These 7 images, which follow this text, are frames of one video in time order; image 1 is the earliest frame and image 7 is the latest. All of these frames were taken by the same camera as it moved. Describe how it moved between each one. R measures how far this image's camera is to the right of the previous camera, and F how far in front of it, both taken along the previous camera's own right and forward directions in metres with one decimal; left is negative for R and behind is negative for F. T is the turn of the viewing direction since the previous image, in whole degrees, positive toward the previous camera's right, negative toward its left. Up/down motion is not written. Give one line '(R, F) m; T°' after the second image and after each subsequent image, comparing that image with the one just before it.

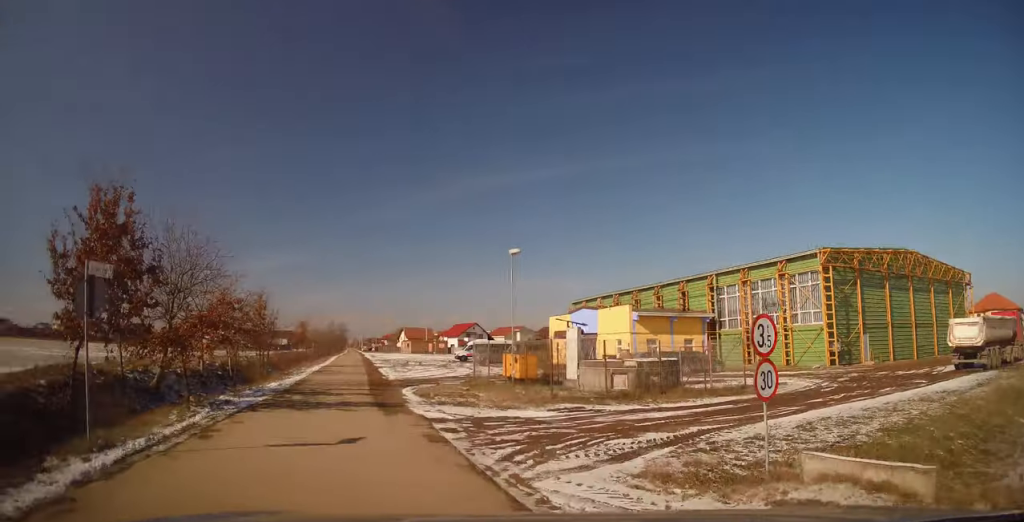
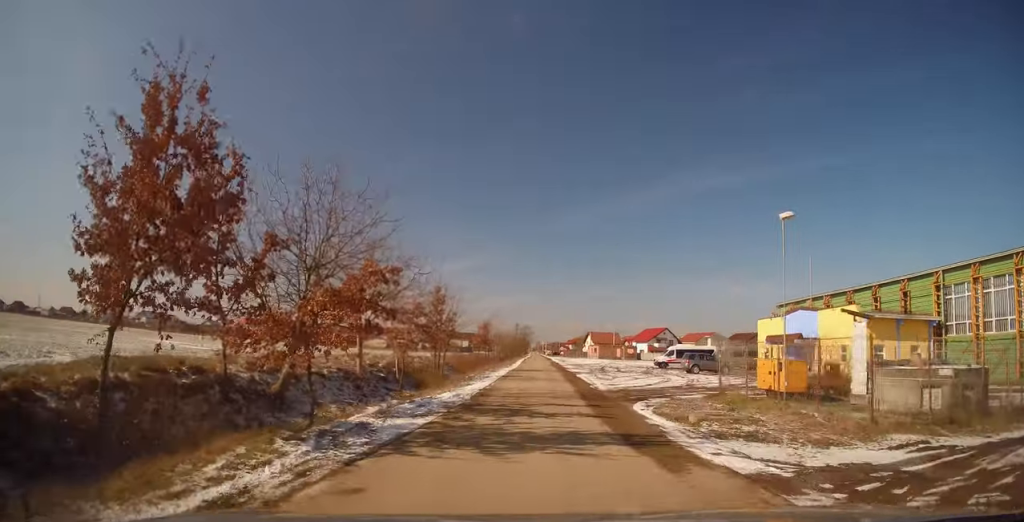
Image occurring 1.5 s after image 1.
(-2.1, +6.5) m; -16°
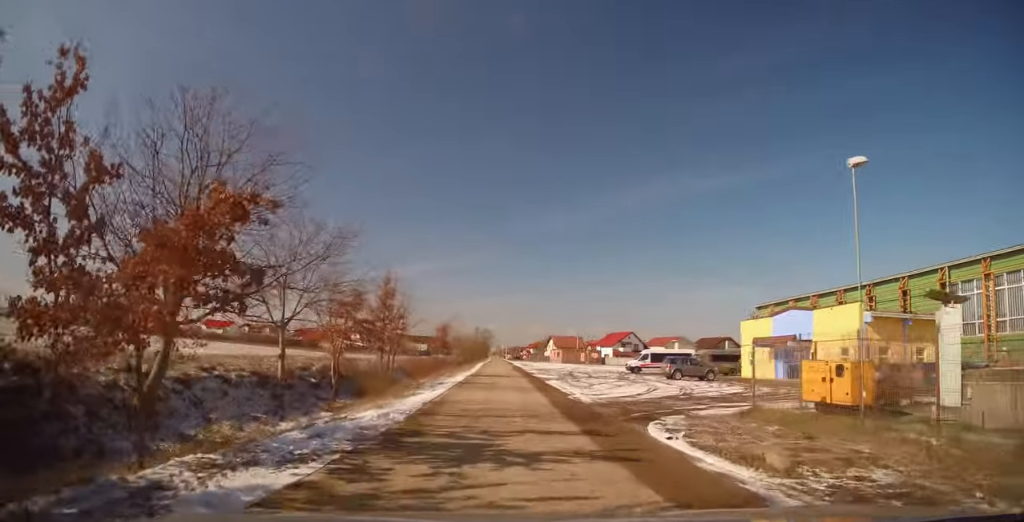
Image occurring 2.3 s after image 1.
(+0.2, +4.6) m; 0°
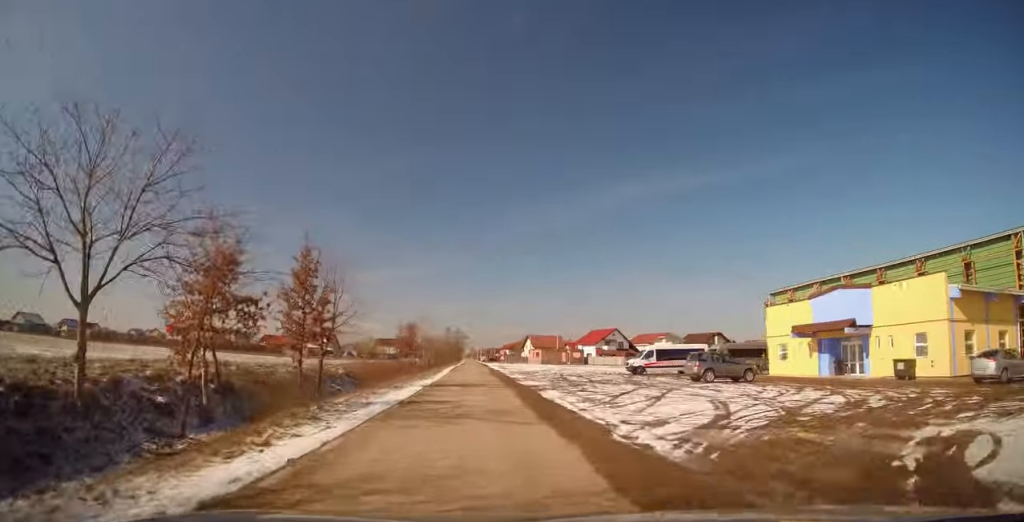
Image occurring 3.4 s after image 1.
(-0.2, +8.7) m; +1°
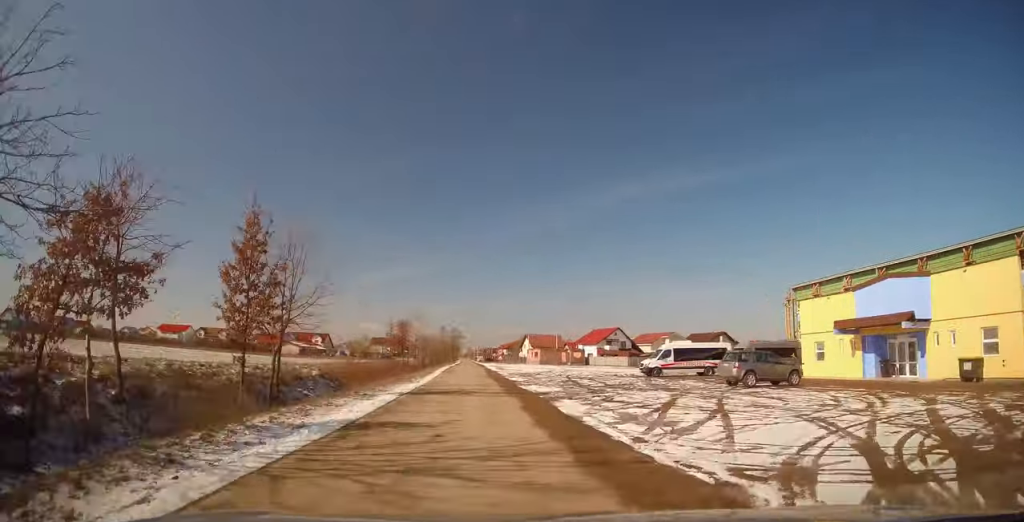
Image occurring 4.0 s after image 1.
(0.0, +4.9) m; +1°
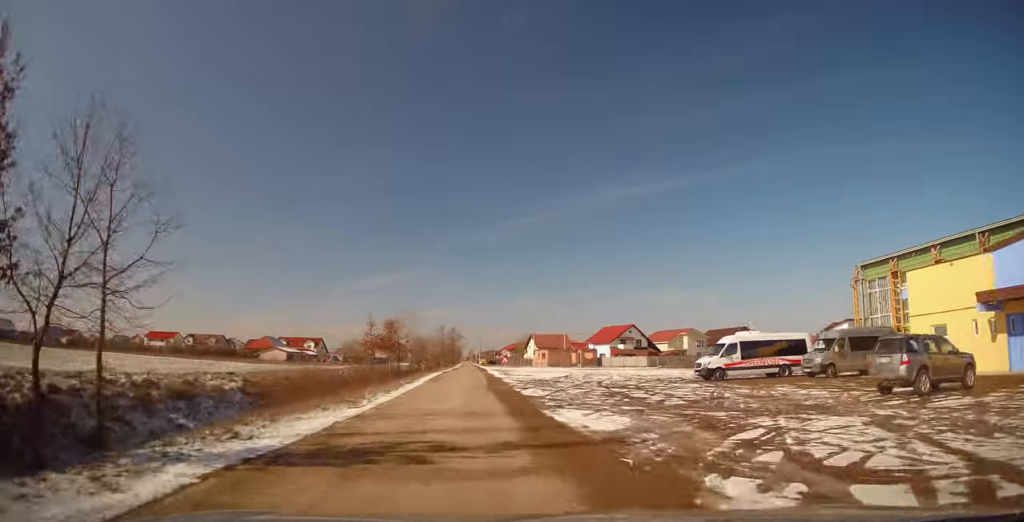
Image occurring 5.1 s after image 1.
(+0.4, +11.1) m; 0°
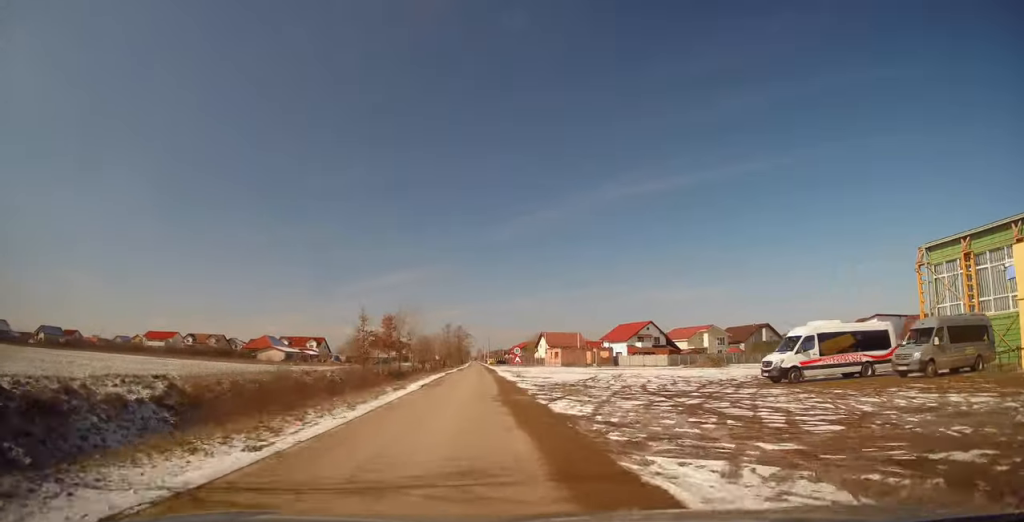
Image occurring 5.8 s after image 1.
(-0.3, +6.7) m; -1°
